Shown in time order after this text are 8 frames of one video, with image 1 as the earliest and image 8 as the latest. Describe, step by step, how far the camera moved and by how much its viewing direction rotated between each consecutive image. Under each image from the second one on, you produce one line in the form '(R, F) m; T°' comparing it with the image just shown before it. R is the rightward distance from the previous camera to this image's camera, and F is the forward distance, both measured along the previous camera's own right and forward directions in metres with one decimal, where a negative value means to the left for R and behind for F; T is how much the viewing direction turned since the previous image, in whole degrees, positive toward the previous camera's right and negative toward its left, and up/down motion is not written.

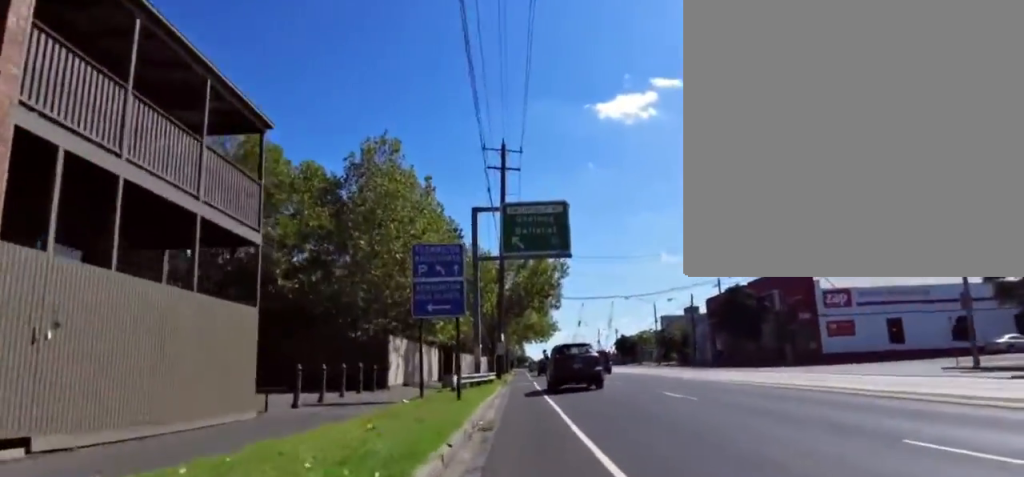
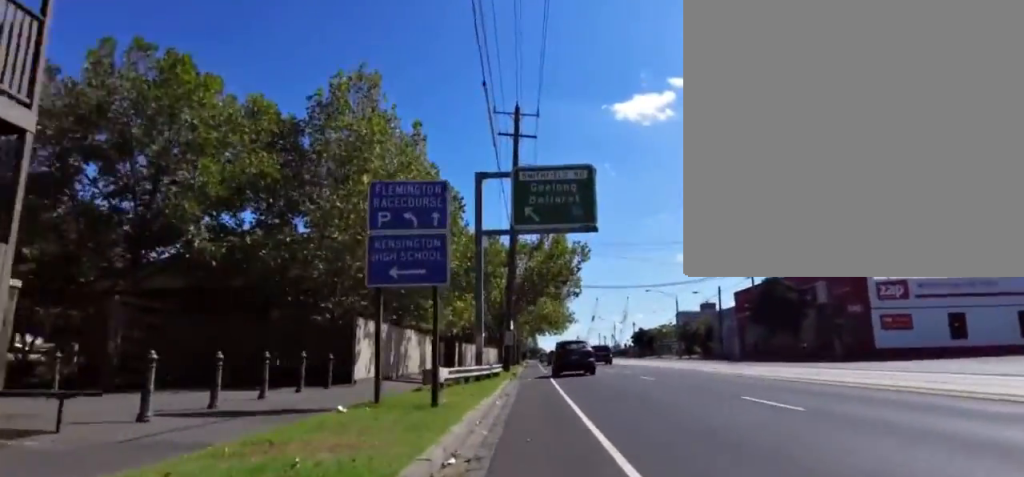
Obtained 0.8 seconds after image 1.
(+0.4, +6.9) m; +1°
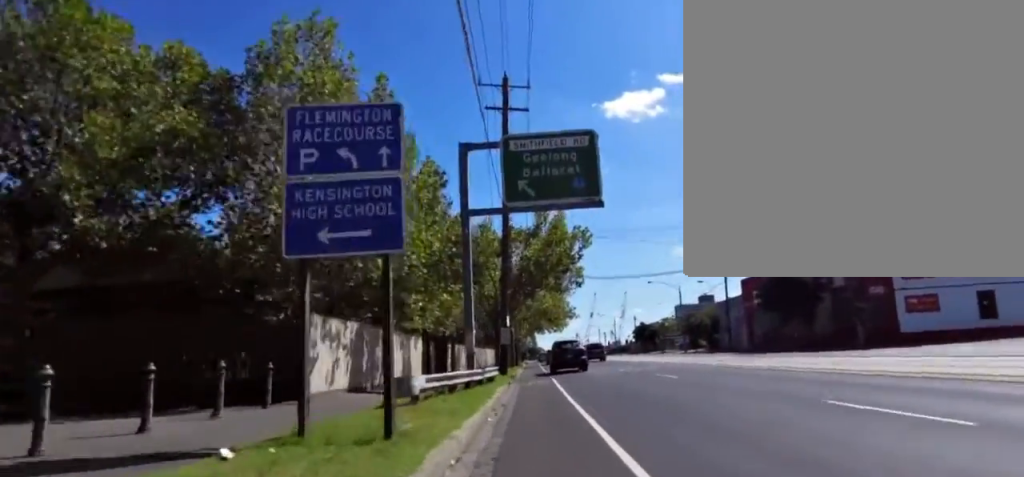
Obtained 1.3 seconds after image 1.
(+0.2, +4.2) m; -3°
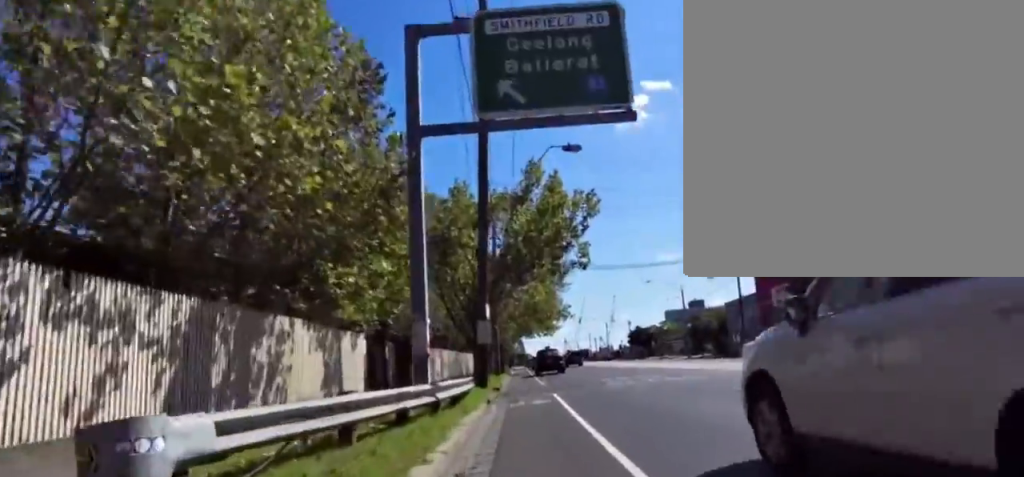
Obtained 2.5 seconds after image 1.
(-0.9, +8.7) m; -9°
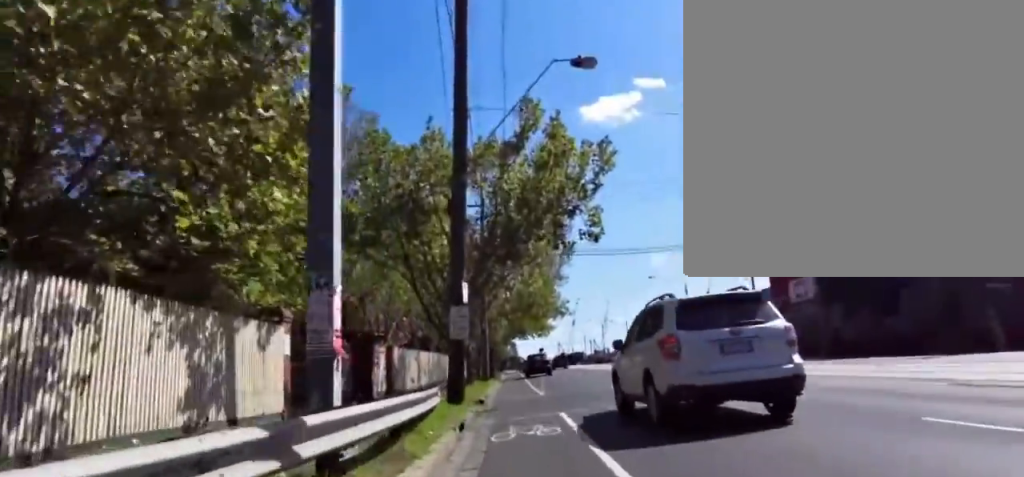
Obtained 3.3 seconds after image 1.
(-0.2, +5.8) m; +7°
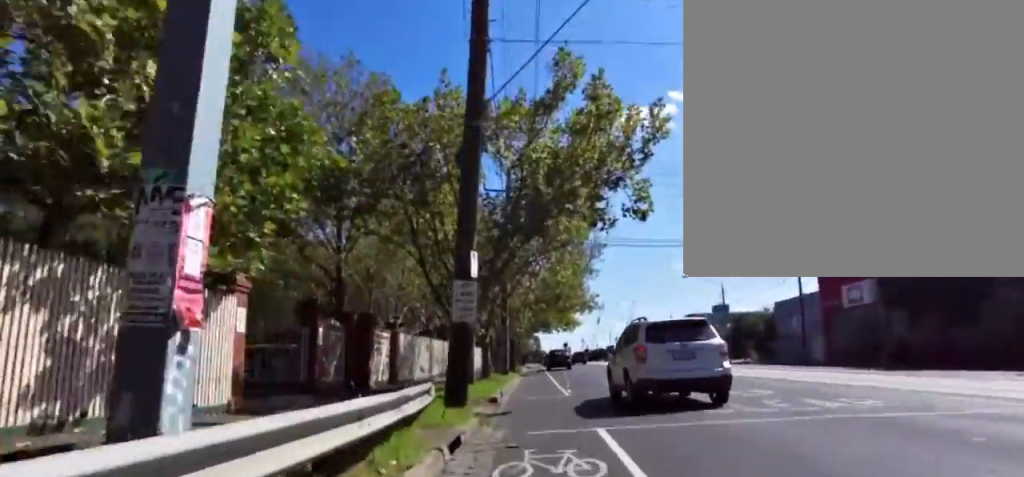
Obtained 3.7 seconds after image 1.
(+0.2, +3.4) m; +1°
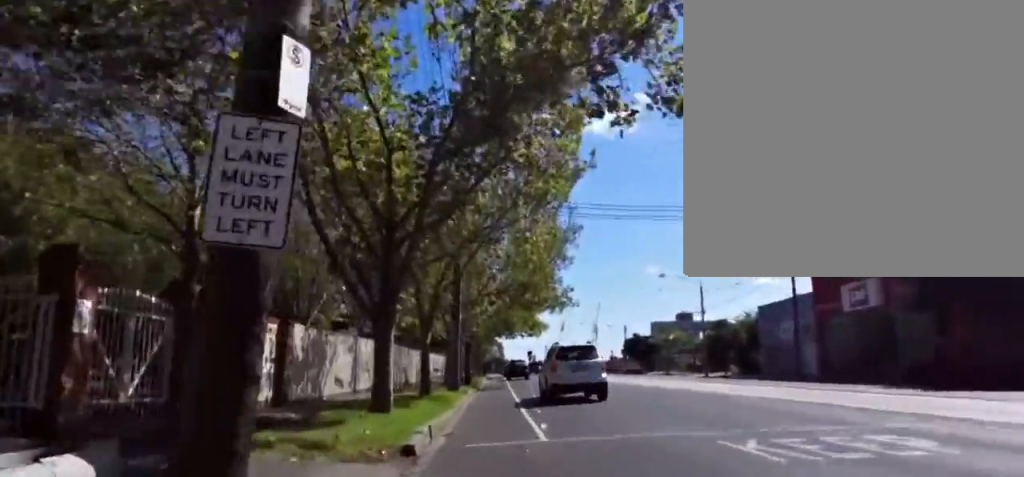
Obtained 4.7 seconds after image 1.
(+0.7, +6.8) m; -3°
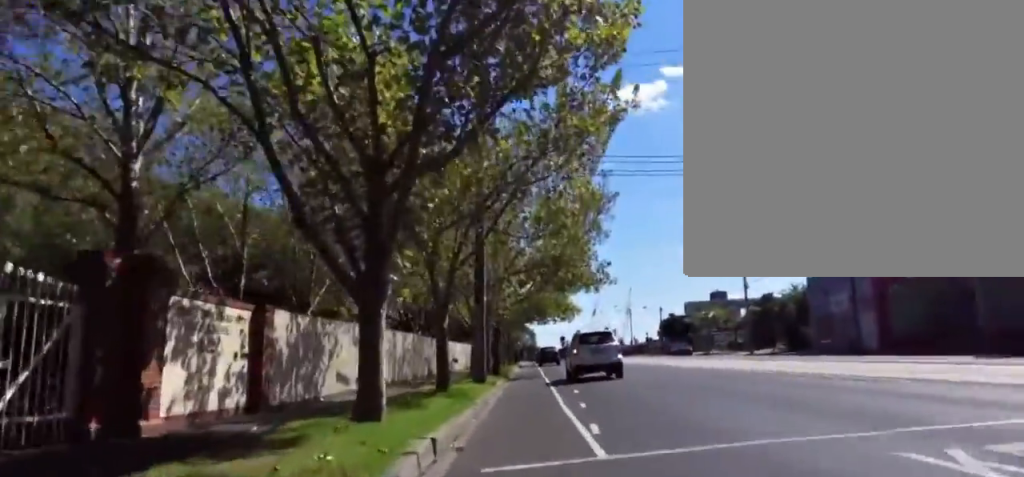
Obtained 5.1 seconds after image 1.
(-0.5, +3.2) m; -5°
